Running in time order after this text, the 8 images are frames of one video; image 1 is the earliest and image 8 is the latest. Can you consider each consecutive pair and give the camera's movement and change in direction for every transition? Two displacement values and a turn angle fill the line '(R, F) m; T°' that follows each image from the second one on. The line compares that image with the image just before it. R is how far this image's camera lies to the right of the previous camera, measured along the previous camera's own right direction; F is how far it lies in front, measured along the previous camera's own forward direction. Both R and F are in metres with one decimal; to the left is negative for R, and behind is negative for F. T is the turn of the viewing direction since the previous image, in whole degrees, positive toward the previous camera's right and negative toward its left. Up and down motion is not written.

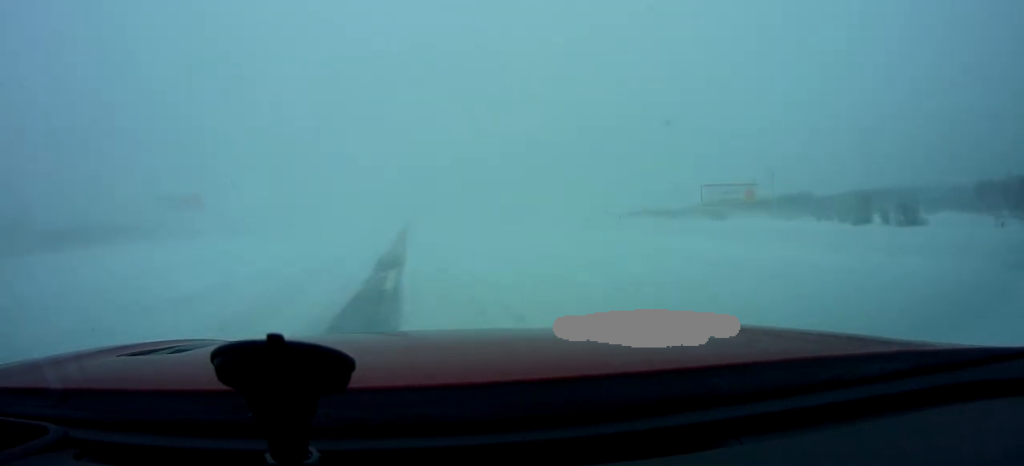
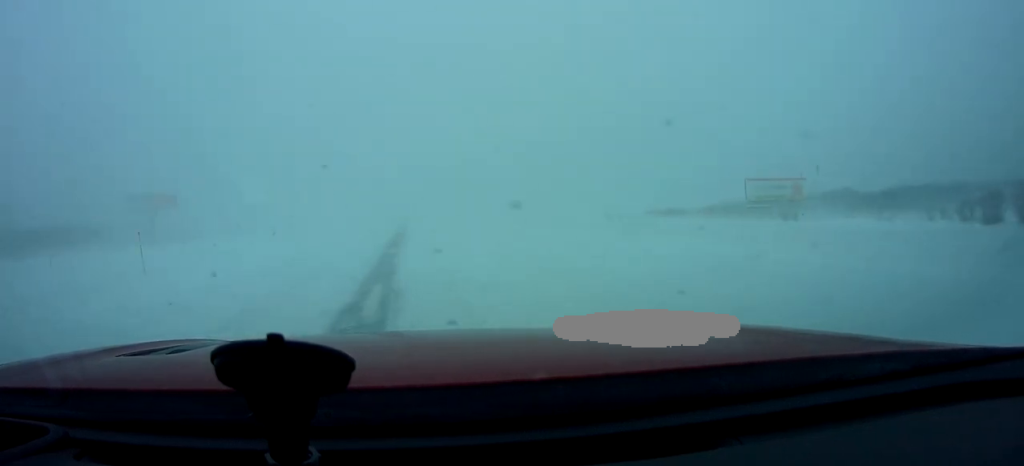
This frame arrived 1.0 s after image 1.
(-0.2, +14.5) m; +1°
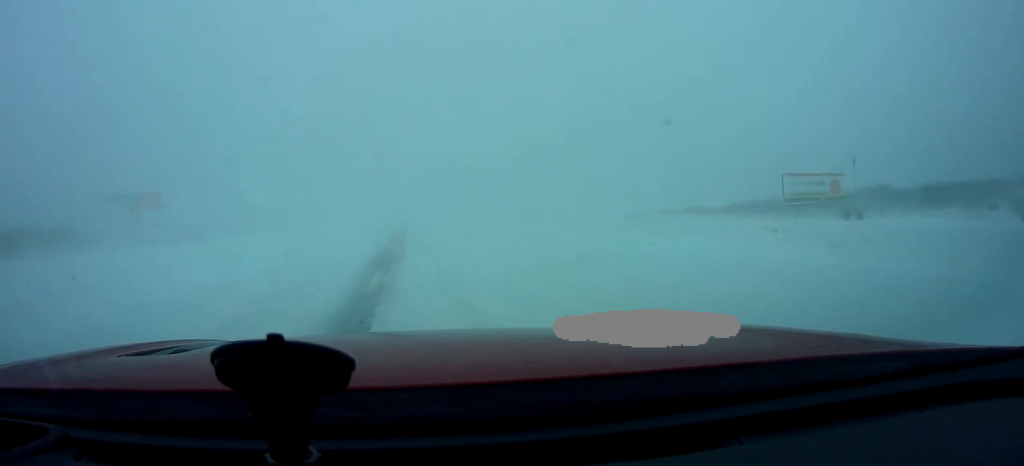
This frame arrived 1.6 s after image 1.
(+0.2, +9.3) m; +1°
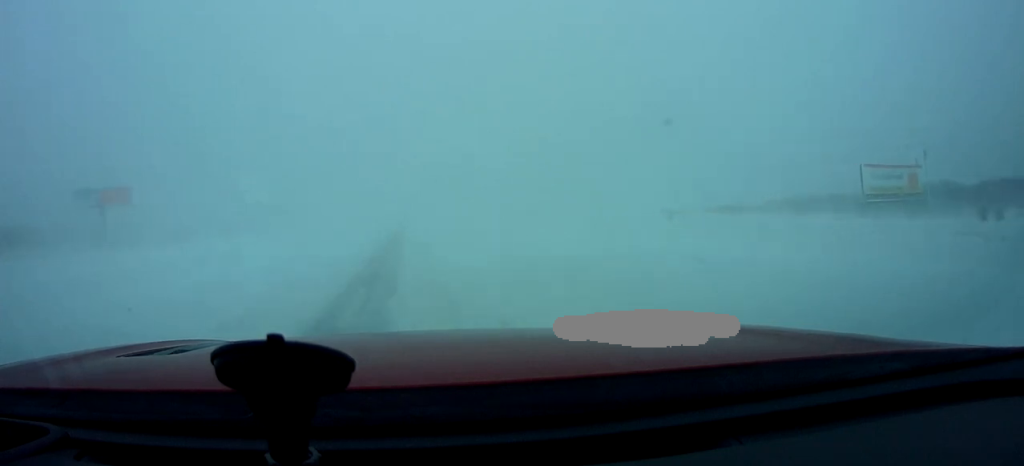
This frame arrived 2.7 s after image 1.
(0.0, +15.3) m; 0°
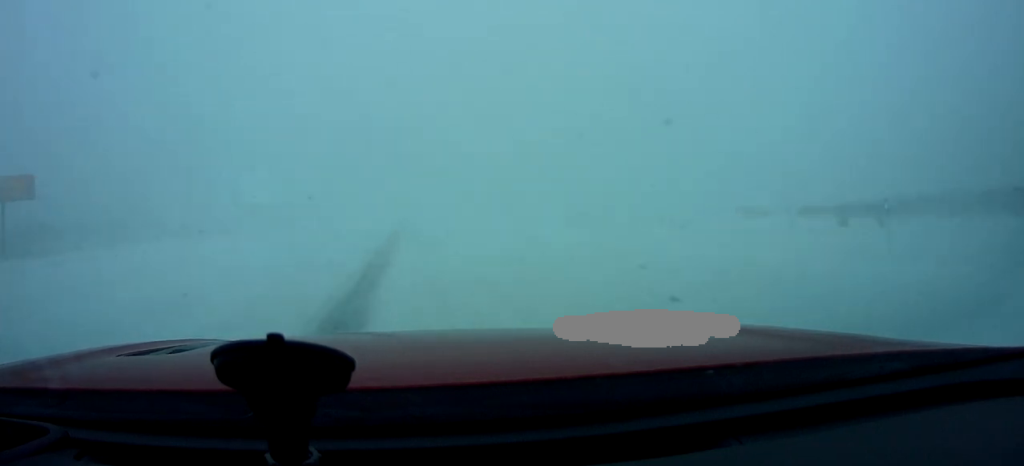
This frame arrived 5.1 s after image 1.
(0.0, +35.1) m; -1°
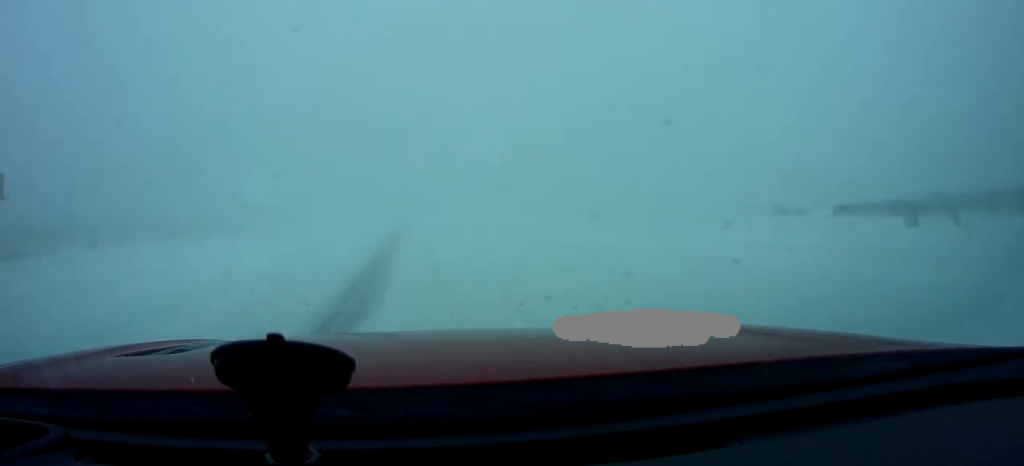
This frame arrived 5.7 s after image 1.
(+0.1, +8.6) m; -1°
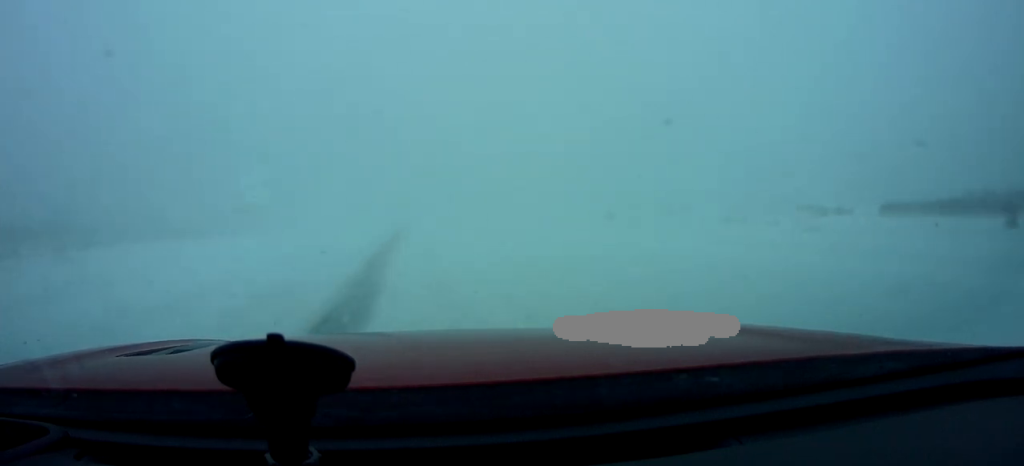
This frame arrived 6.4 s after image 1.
(-0.4, +10.3) m; +1°
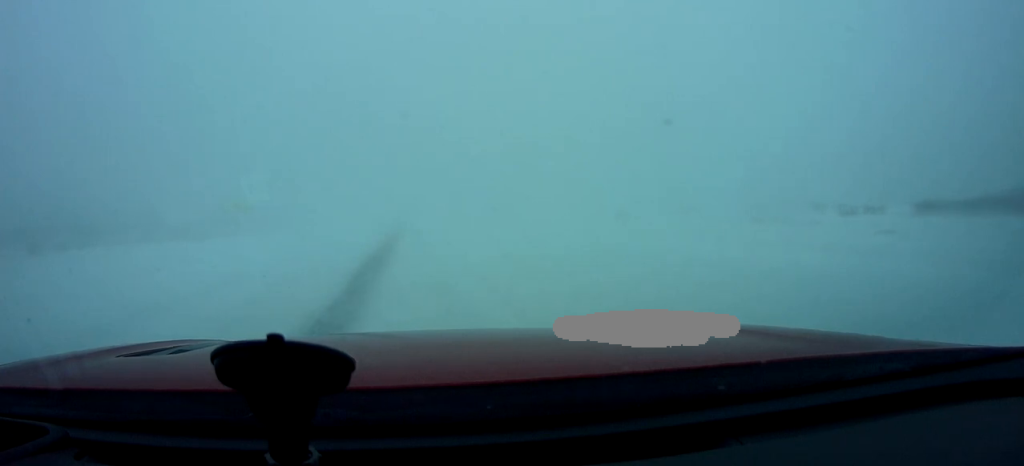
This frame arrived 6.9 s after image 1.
(+0.1, +6.9) m; +1°
